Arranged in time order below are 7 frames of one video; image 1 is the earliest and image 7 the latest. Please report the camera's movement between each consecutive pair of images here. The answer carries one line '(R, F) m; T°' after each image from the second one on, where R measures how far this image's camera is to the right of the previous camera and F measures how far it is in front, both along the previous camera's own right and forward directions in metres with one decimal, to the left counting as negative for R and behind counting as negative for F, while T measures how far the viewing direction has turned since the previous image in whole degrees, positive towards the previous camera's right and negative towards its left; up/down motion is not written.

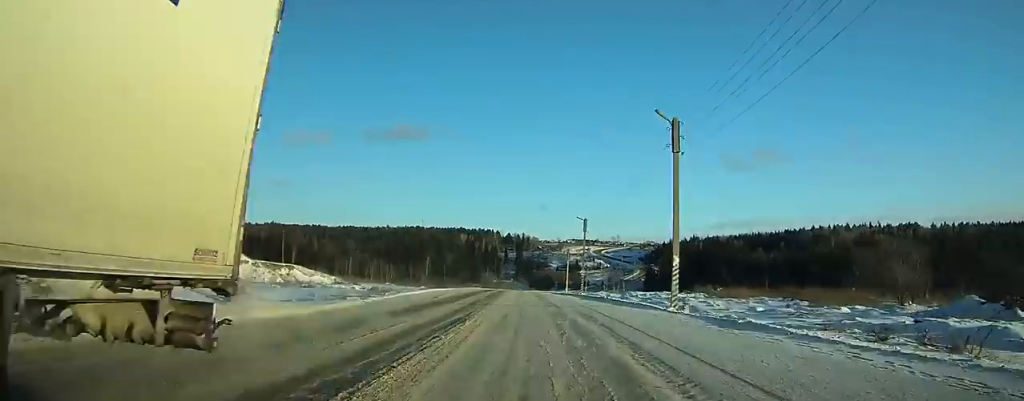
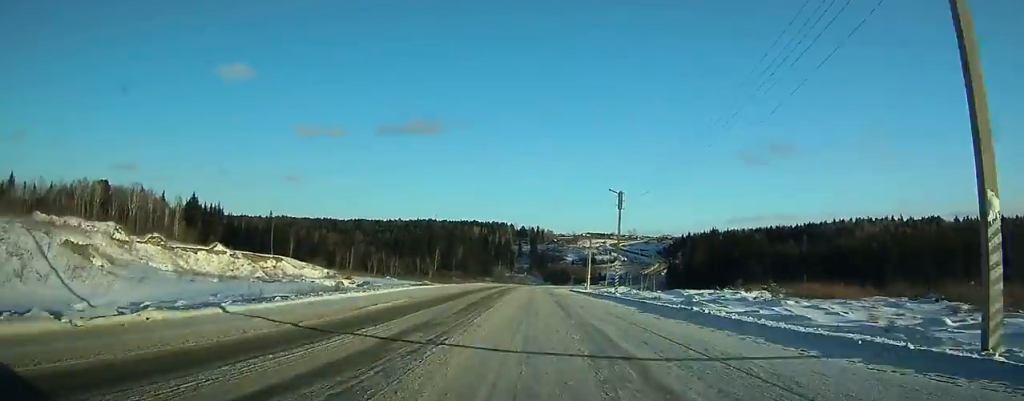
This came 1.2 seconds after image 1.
(-0.3, +16.8) m; -1°
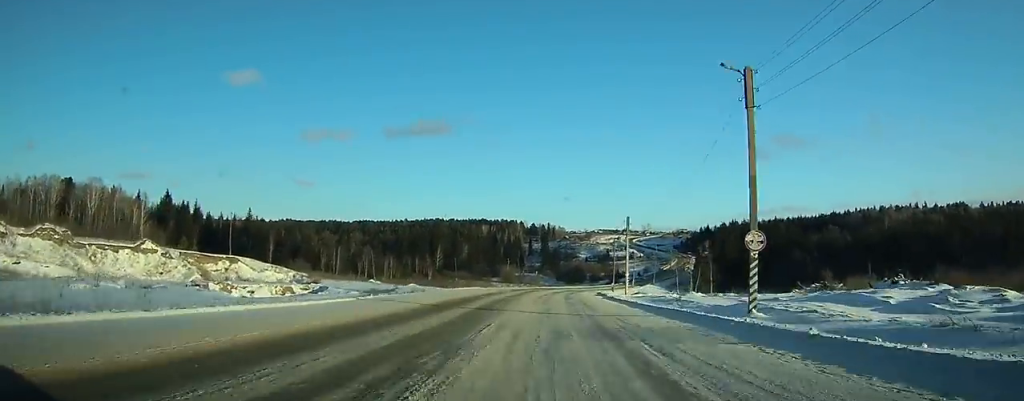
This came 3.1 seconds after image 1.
(-0.1, +27.4) m; 0°
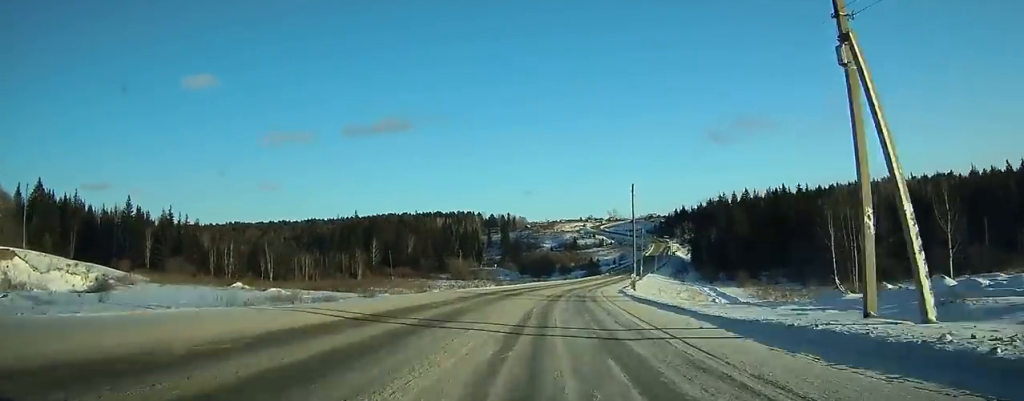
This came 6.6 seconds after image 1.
(+0.8, +51.1) m; +2°
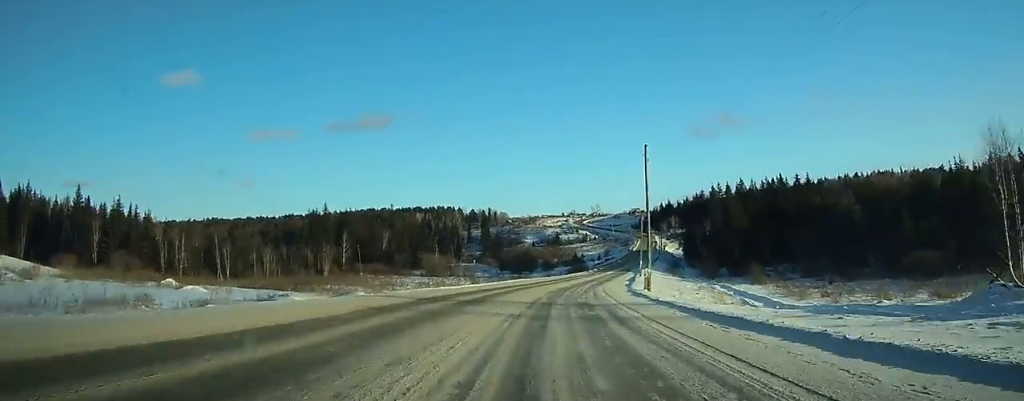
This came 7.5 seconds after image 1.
(+0.1, +14.3) m; +1°
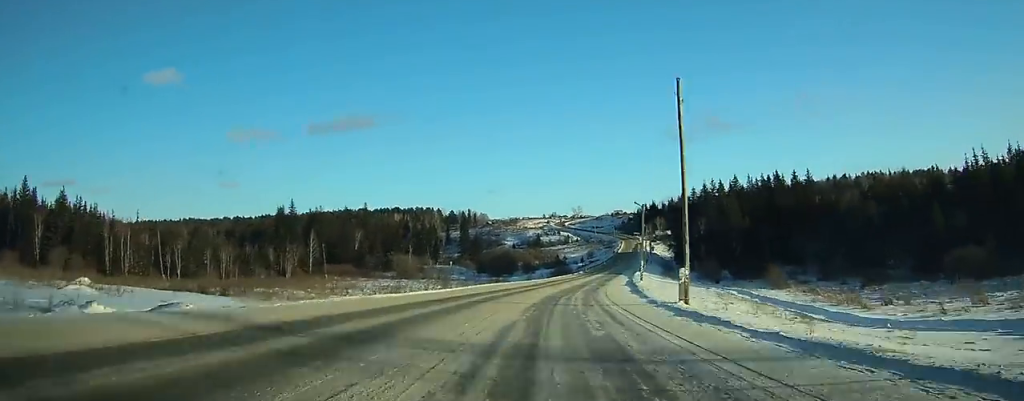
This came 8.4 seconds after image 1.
(+0.1, +13.6) m; +2°
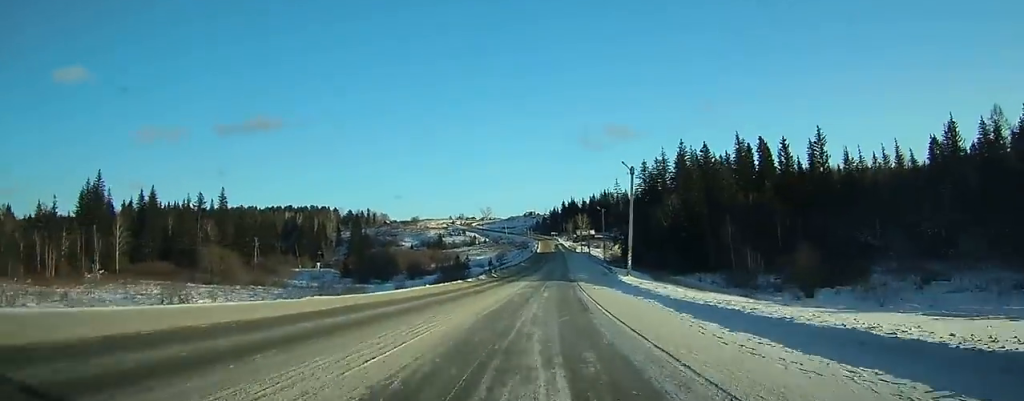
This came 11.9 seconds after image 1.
(+4.1, +57.6) m; +7°
